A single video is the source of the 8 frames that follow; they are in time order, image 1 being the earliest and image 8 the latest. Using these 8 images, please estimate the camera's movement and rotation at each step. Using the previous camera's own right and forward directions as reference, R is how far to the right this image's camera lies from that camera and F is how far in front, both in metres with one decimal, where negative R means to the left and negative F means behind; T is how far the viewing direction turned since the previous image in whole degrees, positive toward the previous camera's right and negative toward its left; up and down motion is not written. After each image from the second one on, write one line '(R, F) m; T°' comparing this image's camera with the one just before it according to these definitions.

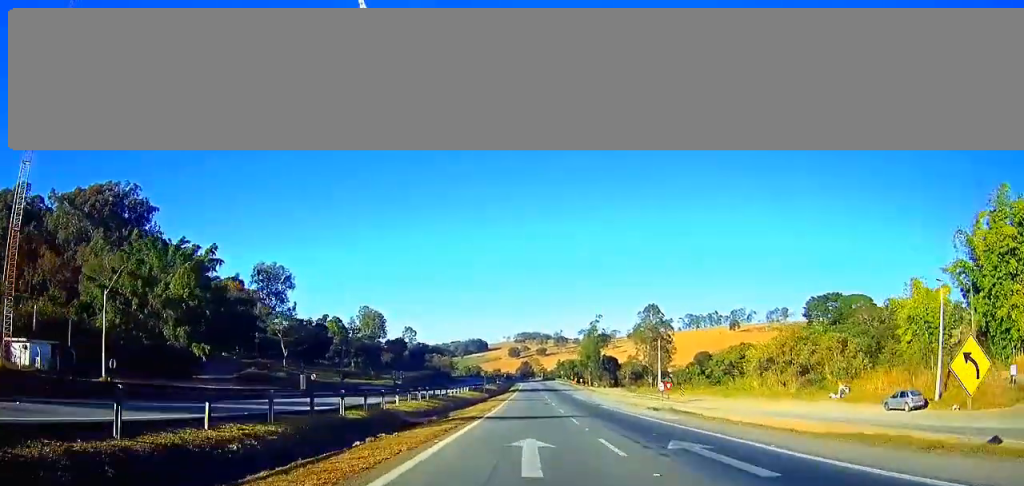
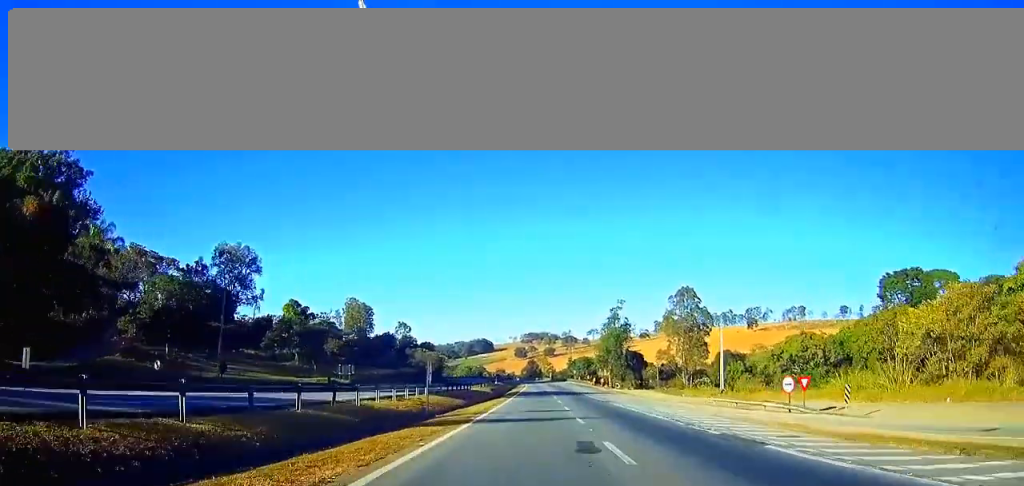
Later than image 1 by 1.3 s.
(-0.2, +36.8) m; 0°
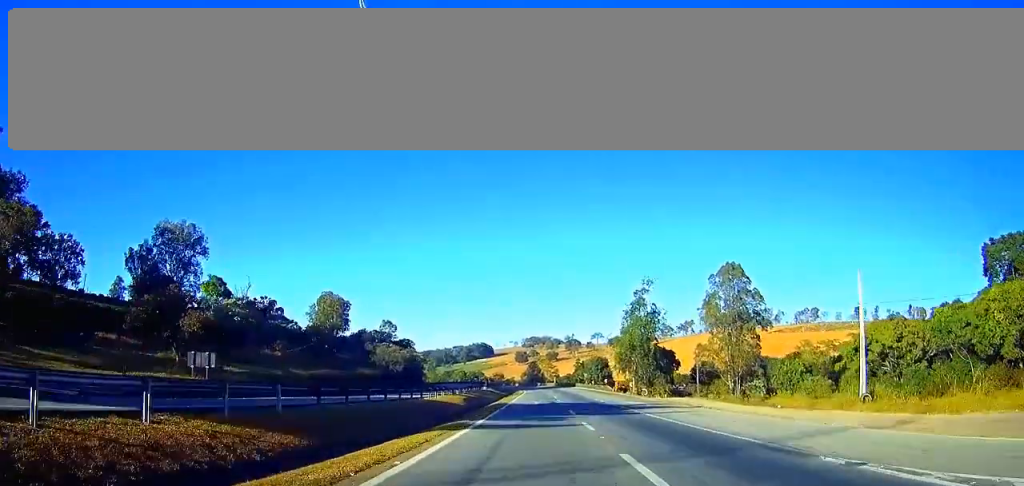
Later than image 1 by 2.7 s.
(+0.1, +37.4) m; 0°
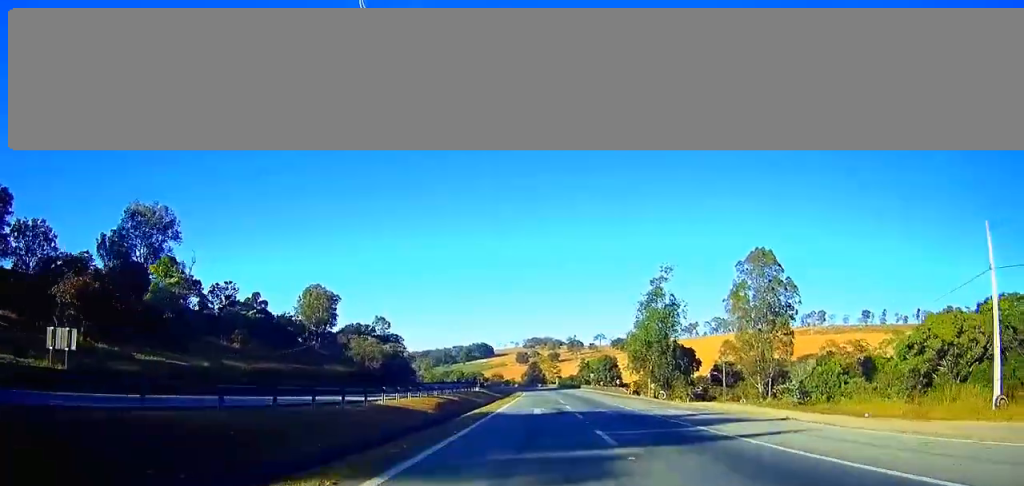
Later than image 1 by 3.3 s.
(0.0, +16.2) m; 0°
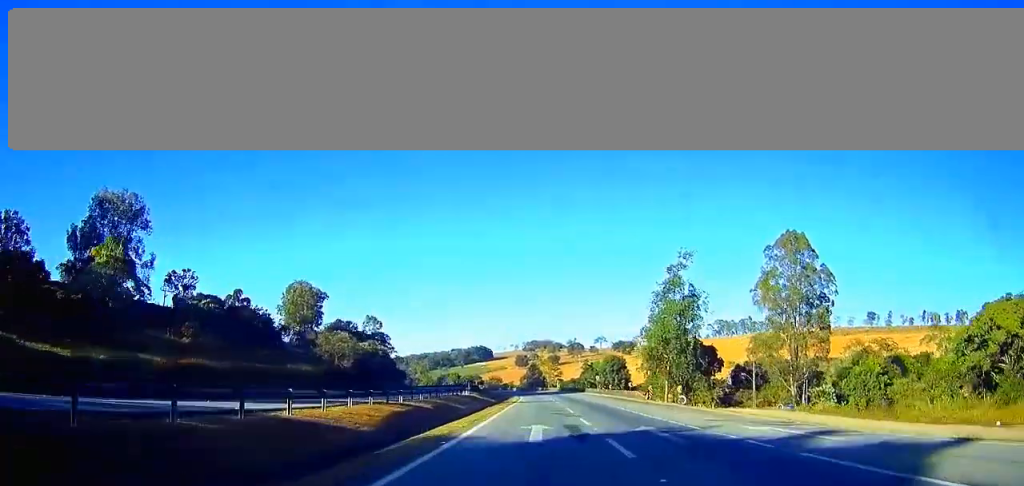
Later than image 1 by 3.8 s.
(-0.1, +14.3) m; 0°
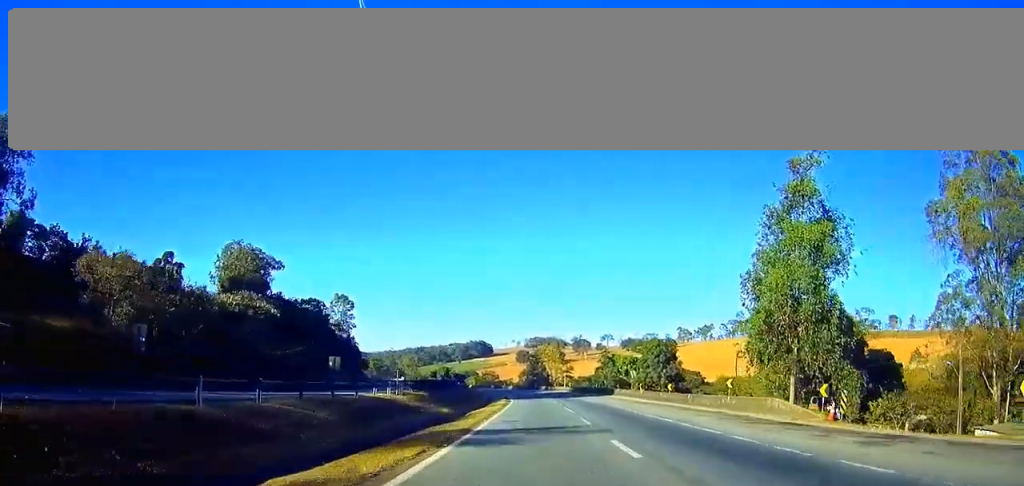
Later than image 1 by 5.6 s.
(+0.2, +46.2) m; 0°
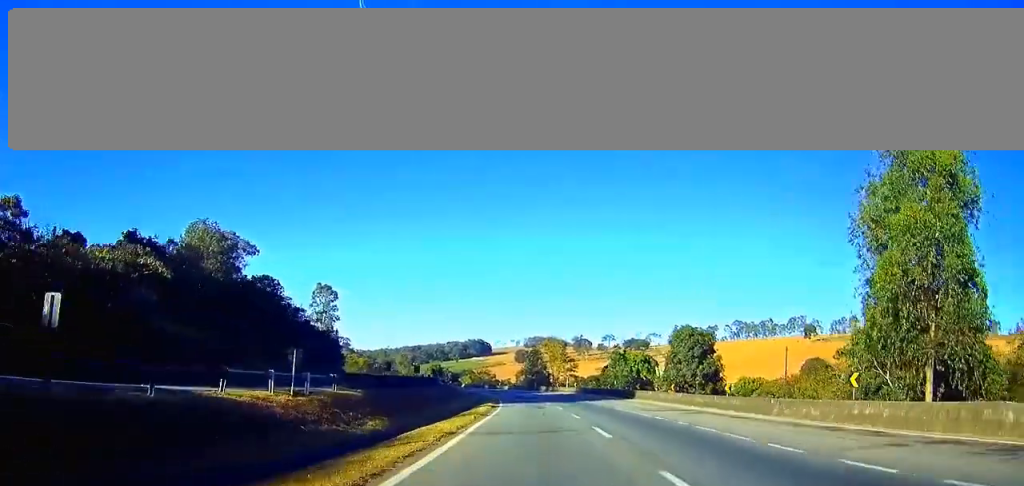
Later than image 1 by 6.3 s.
(0.0, +18.7) m; 0°
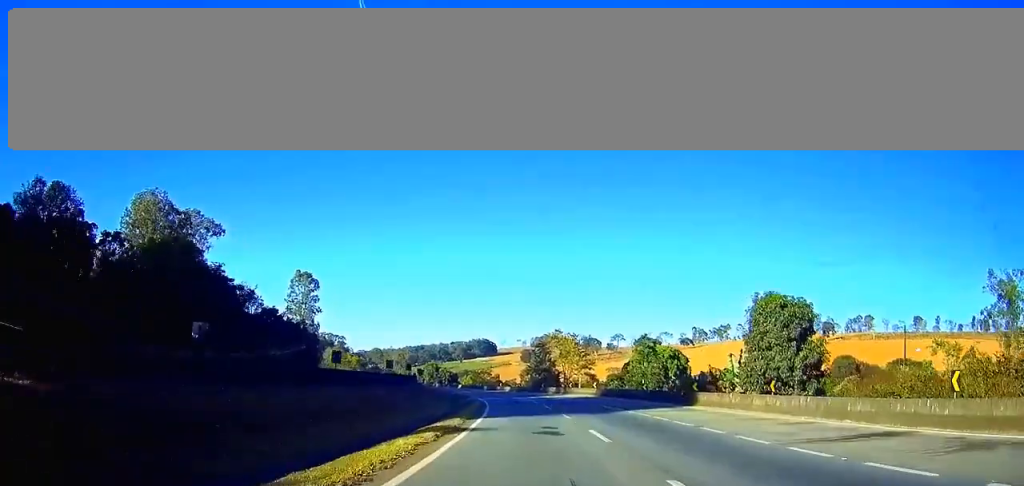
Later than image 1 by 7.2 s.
(-0.1, +24.1) m; -1°
